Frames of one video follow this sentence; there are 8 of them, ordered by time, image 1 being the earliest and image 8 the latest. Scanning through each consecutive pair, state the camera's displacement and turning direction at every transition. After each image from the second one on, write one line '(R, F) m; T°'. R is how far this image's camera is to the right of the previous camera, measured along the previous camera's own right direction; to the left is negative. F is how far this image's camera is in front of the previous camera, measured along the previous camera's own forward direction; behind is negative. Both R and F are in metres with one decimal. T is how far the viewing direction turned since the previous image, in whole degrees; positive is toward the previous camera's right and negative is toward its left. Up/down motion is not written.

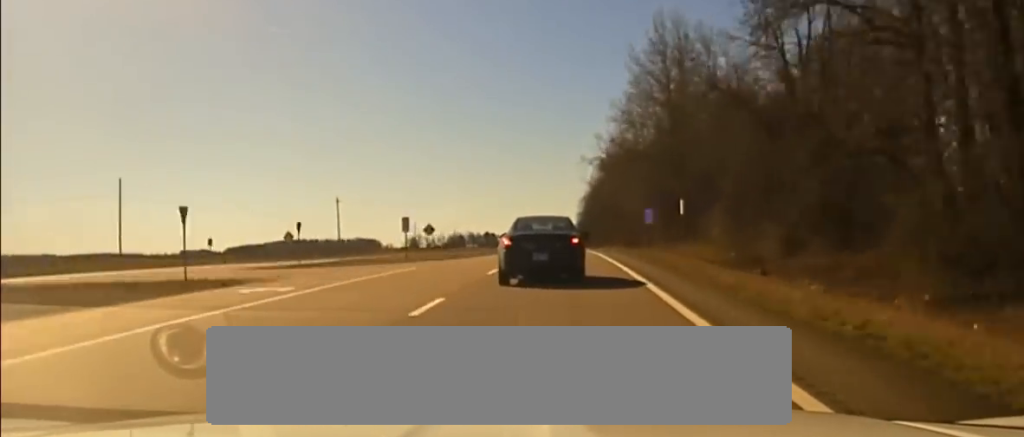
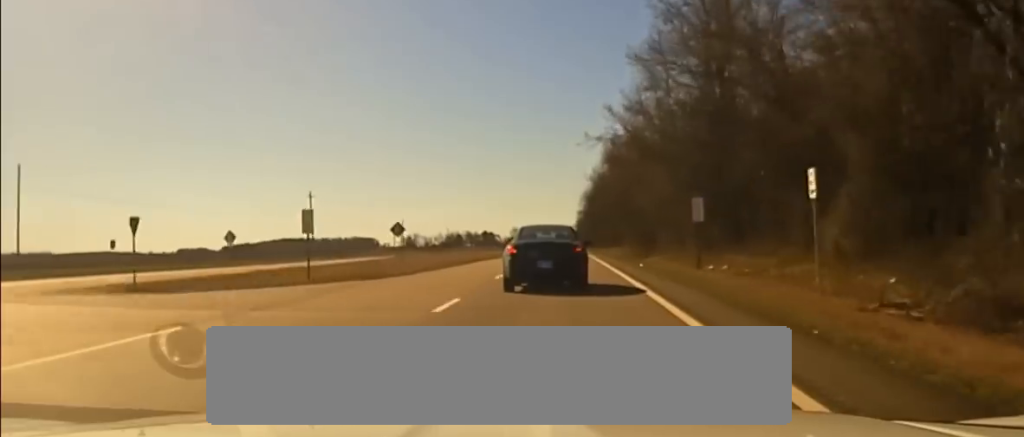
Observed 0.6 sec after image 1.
(+0.2, +22.9) m; 0°
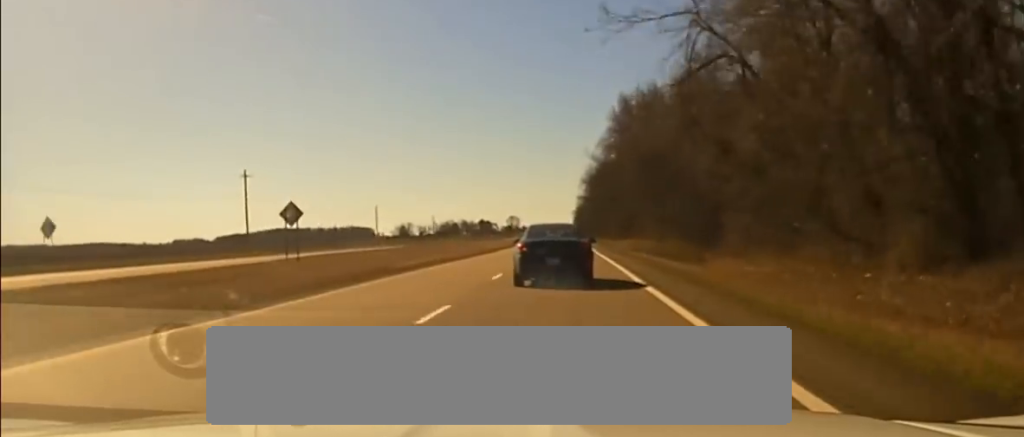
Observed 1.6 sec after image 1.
(-0.3, +39.7) m; 0°
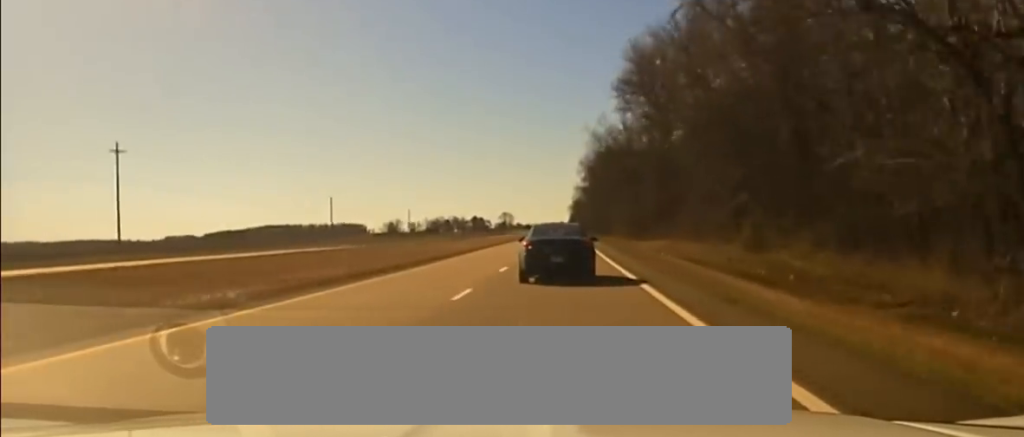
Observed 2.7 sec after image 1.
(+0.3, +43.2) m; 0°
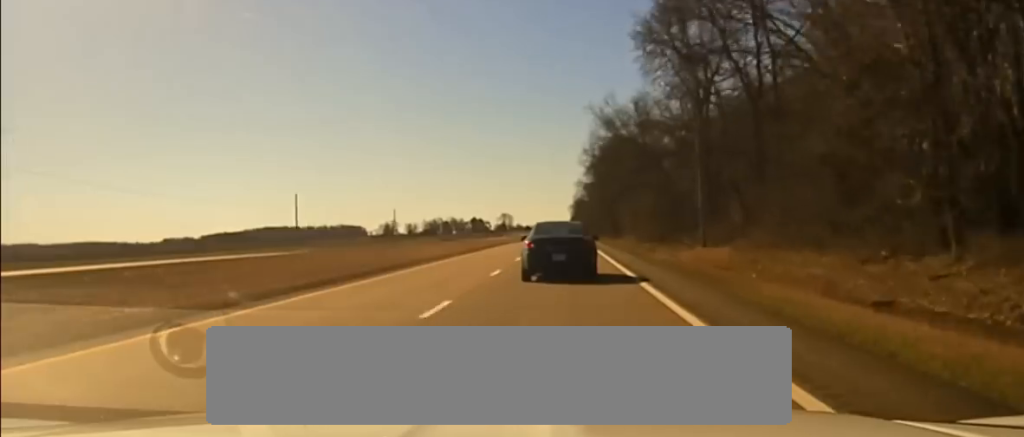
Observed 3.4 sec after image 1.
(-0.1, +27.6) m; 0°
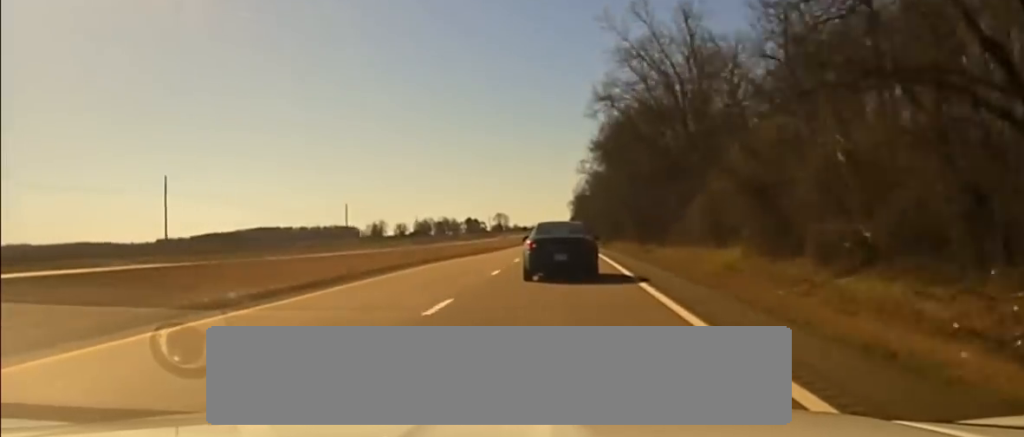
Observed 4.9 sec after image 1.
(-0.1, +60.8) m; 0°
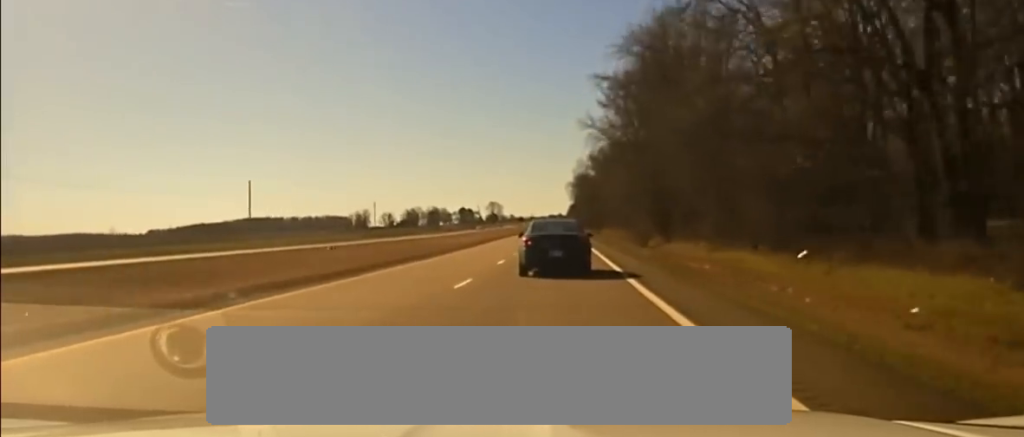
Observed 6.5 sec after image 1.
(-0.3, +65.6) m; 0°
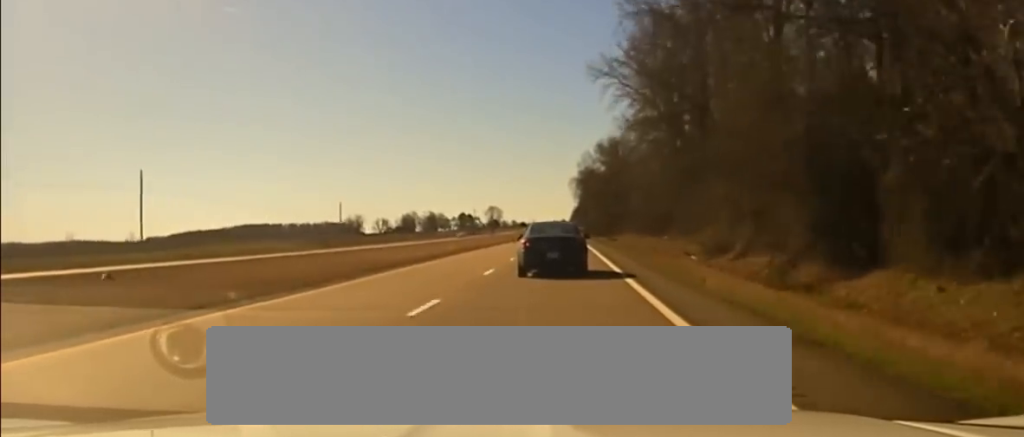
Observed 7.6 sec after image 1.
(+0.3, +43.2) m; +1°
